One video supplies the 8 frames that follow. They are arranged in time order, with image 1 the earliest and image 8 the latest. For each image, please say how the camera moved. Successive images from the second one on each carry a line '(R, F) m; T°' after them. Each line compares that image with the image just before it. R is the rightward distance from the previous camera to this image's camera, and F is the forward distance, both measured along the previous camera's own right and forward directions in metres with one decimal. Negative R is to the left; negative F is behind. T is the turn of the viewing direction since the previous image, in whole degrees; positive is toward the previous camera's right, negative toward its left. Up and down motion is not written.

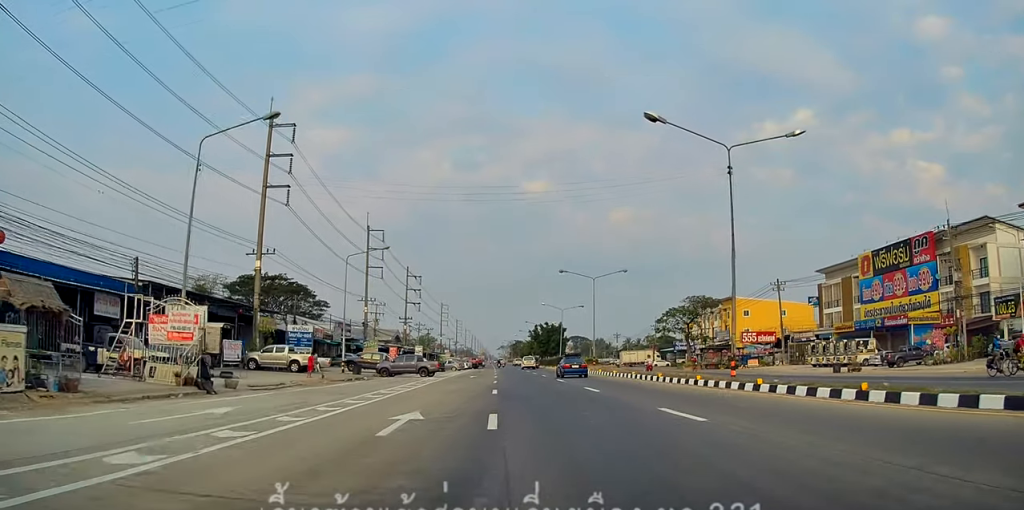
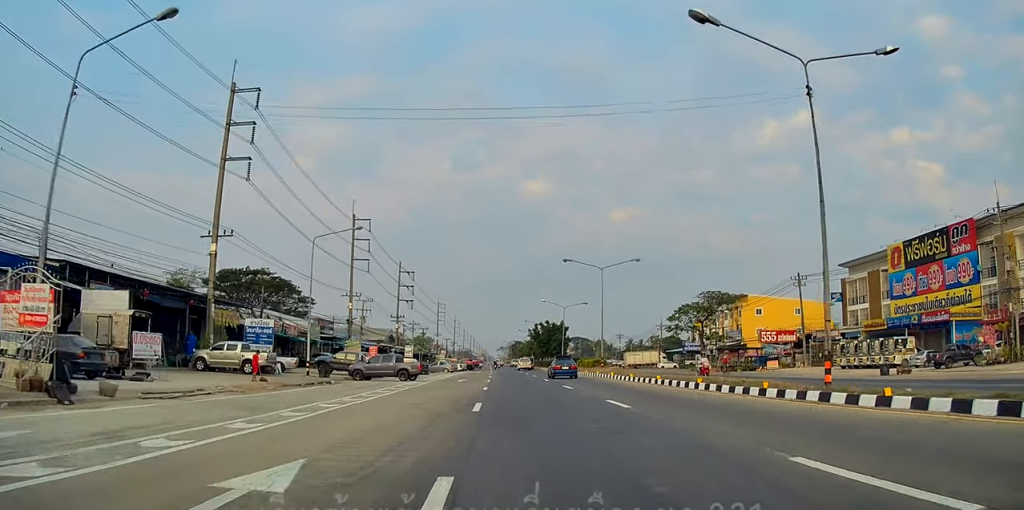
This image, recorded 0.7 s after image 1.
(0.0, +7.4) m; 0°
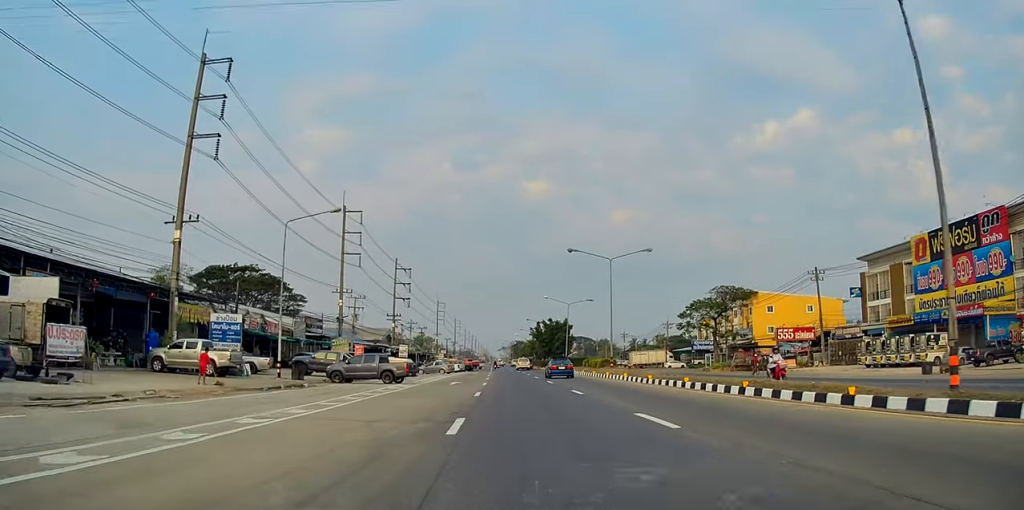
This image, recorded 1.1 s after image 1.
(0.0, +4.8) m; 0°
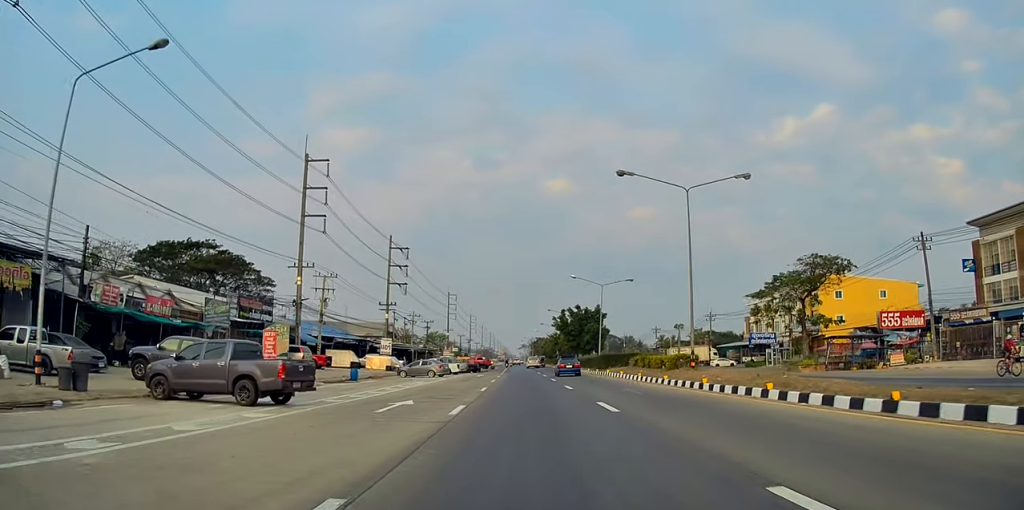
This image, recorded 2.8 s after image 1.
(-0.3, +19.4) m; -2°
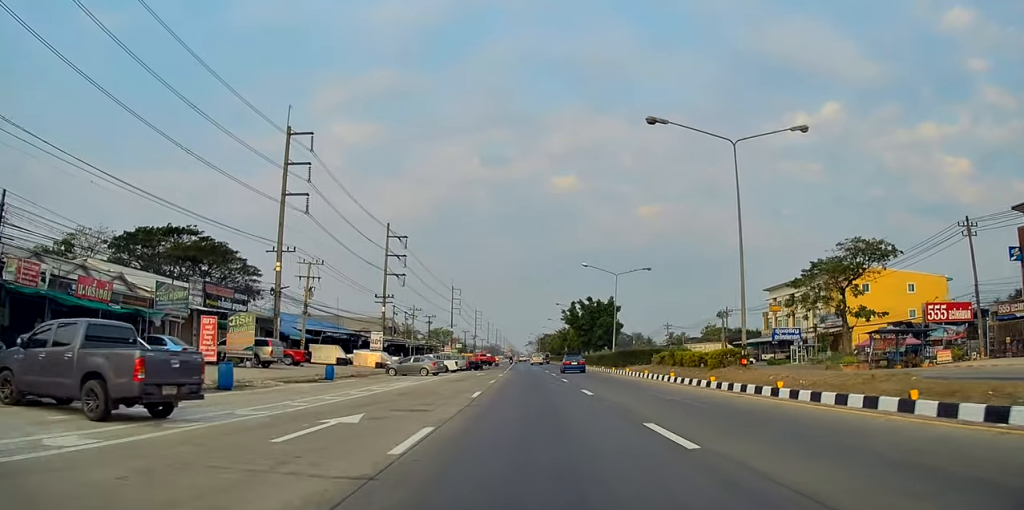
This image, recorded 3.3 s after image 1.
(0.0, +6.1) m; -1°
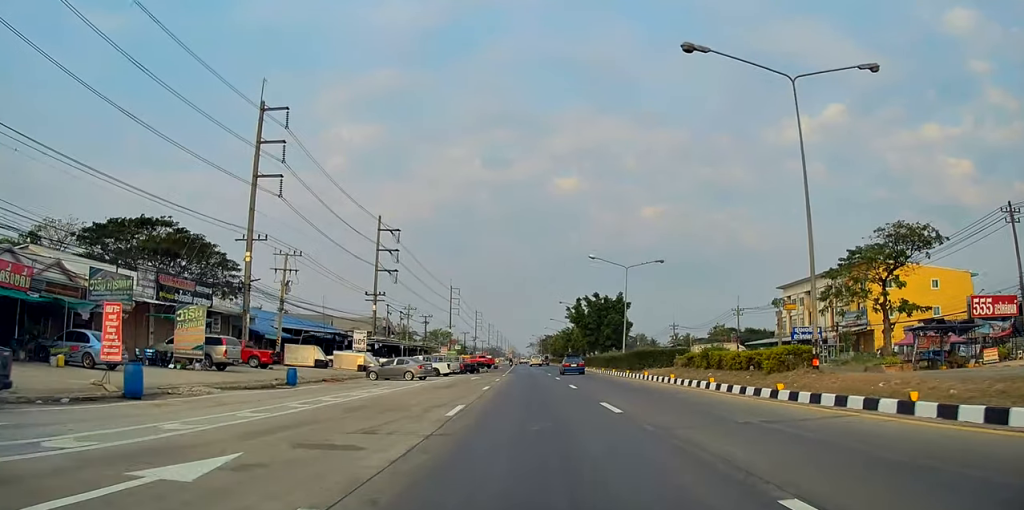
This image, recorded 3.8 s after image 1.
(-0.1, +6.3) m; 0°
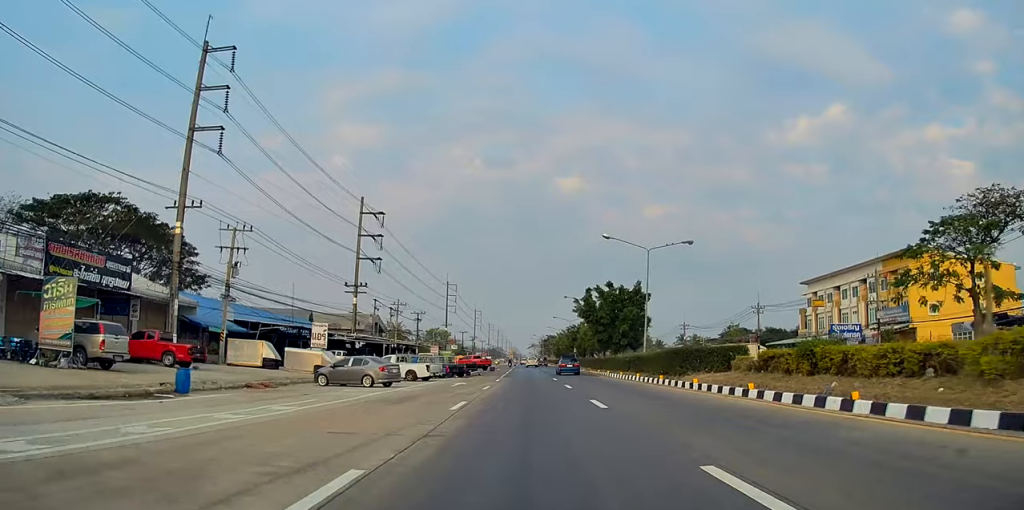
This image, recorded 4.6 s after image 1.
(0.0, +9.9) m; 0°
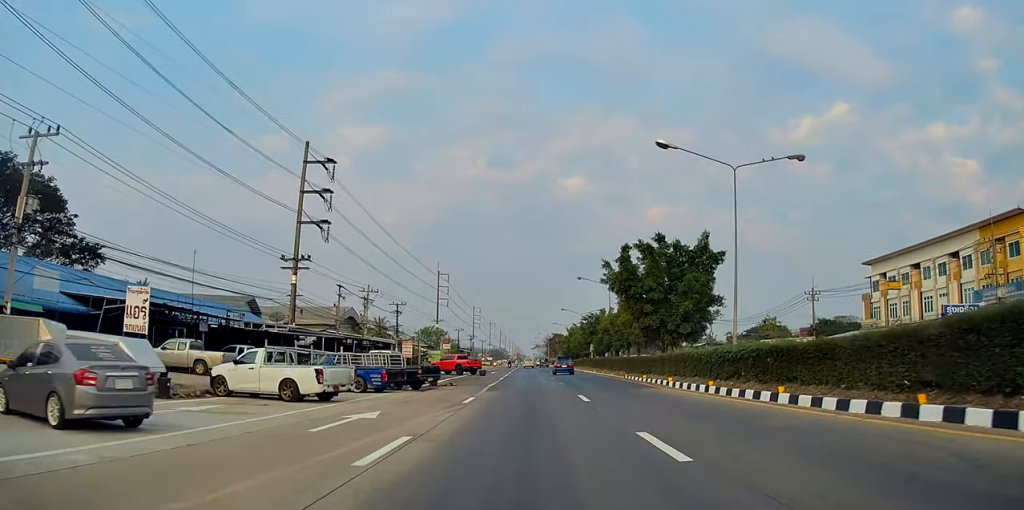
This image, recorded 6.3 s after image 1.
(-0.1, +20.2) m; -1°
